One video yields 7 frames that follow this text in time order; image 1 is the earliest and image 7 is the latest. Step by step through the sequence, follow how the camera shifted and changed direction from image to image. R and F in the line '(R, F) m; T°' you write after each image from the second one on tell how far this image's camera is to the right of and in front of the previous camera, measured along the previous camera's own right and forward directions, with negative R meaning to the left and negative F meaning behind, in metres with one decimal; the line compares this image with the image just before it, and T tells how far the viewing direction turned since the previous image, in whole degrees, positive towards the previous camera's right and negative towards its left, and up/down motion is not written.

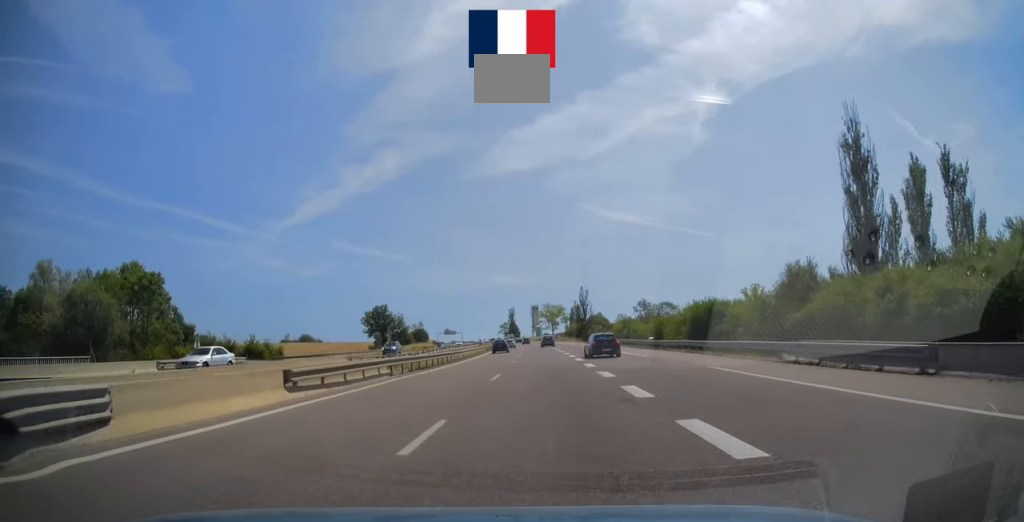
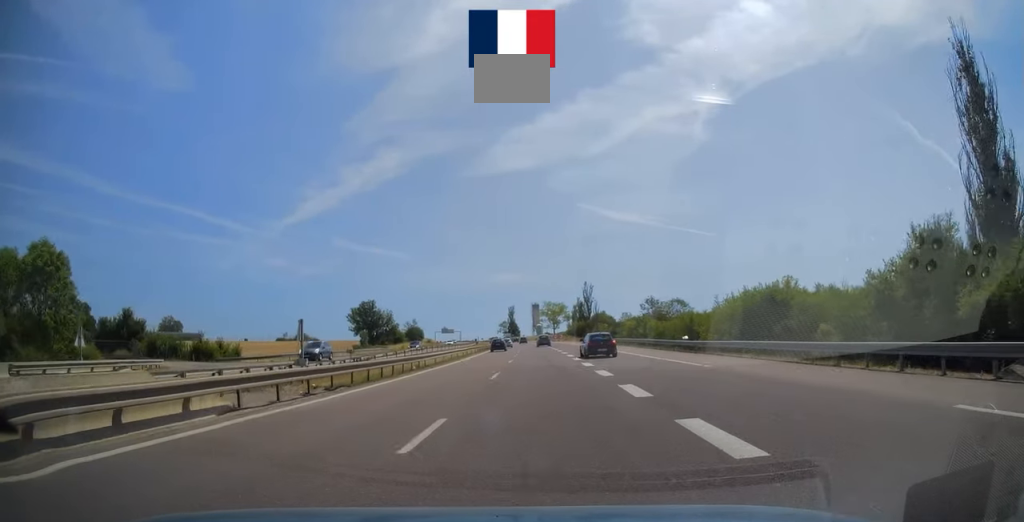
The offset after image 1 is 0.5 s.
(-0.3, +13.0) m; 0°
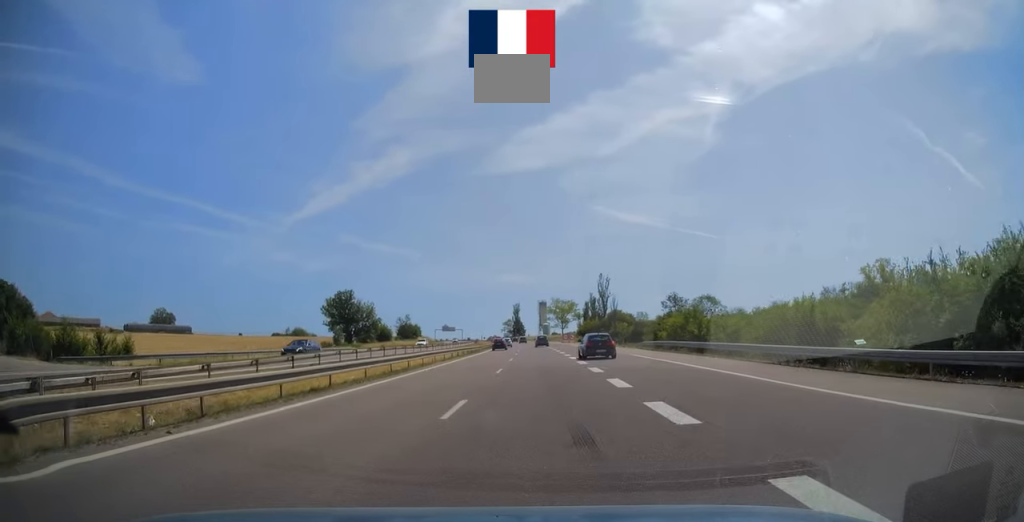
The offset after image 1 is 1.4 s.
(+0.3, +23.2) m; 0°
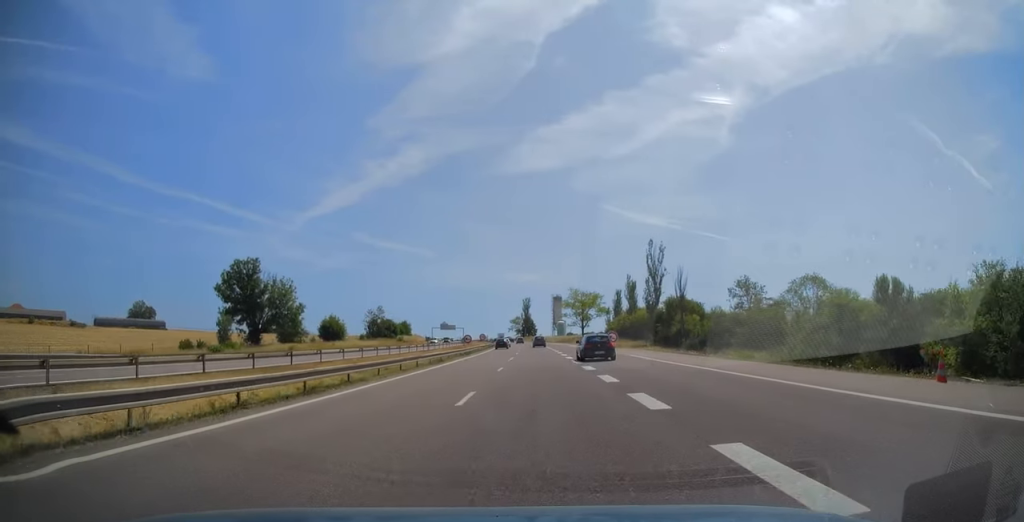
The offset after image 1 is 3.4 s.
(-1.2, +49.9) m; -2°
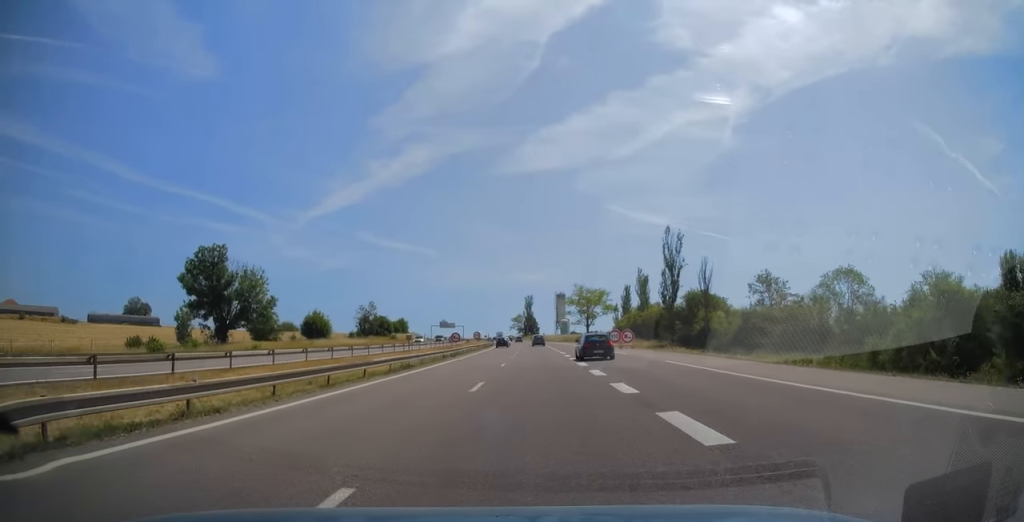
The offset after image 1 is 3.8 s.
(0.0, +10.0) m; 0°
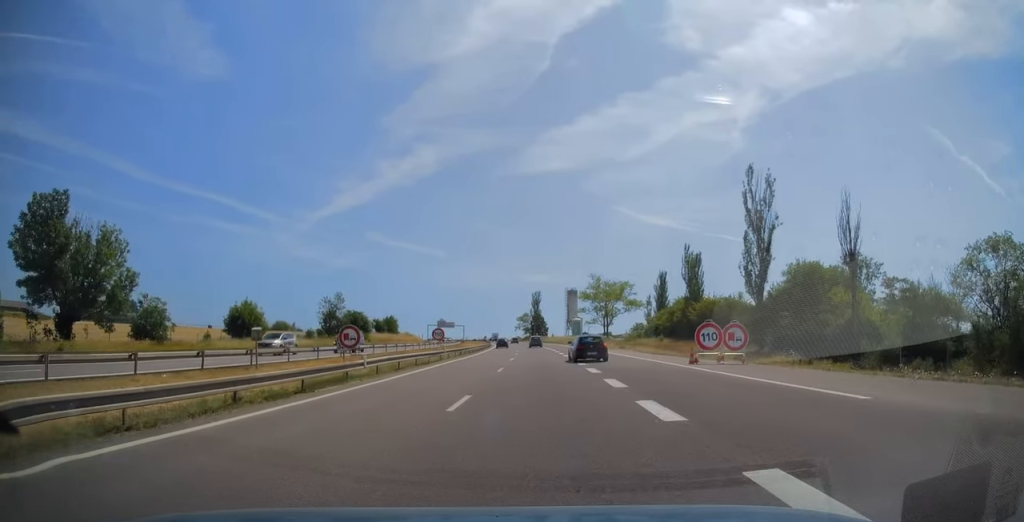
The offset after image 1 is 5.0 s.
(+0.1, +30.0) m; -1°
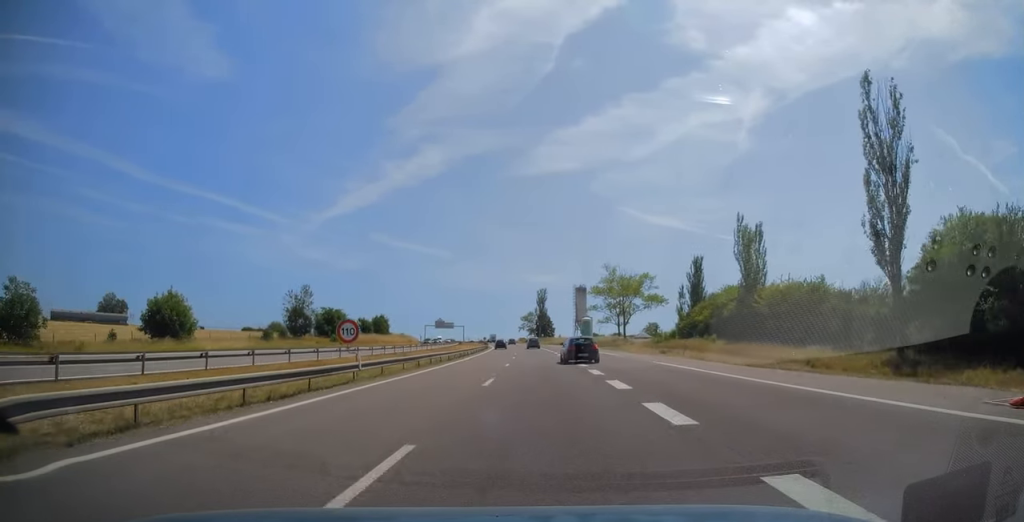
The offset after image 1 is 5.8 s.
(-0.2, +19.6) m; -1°
